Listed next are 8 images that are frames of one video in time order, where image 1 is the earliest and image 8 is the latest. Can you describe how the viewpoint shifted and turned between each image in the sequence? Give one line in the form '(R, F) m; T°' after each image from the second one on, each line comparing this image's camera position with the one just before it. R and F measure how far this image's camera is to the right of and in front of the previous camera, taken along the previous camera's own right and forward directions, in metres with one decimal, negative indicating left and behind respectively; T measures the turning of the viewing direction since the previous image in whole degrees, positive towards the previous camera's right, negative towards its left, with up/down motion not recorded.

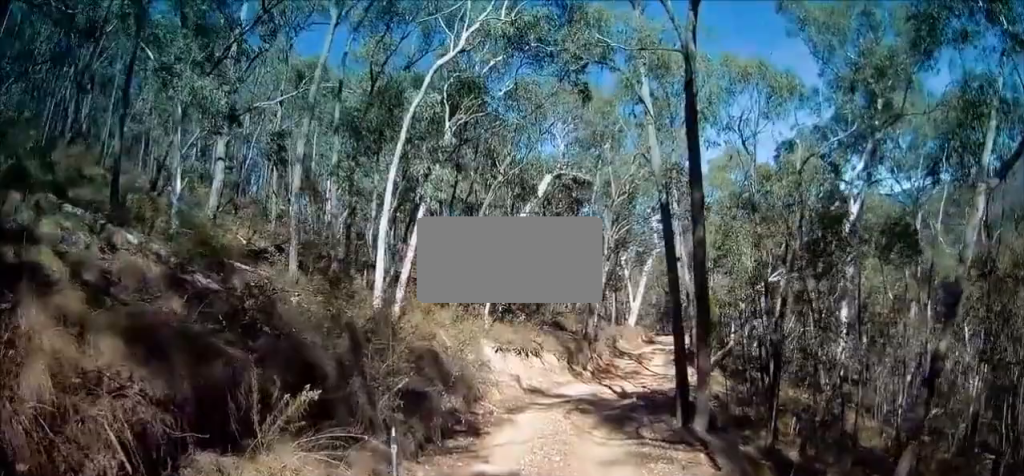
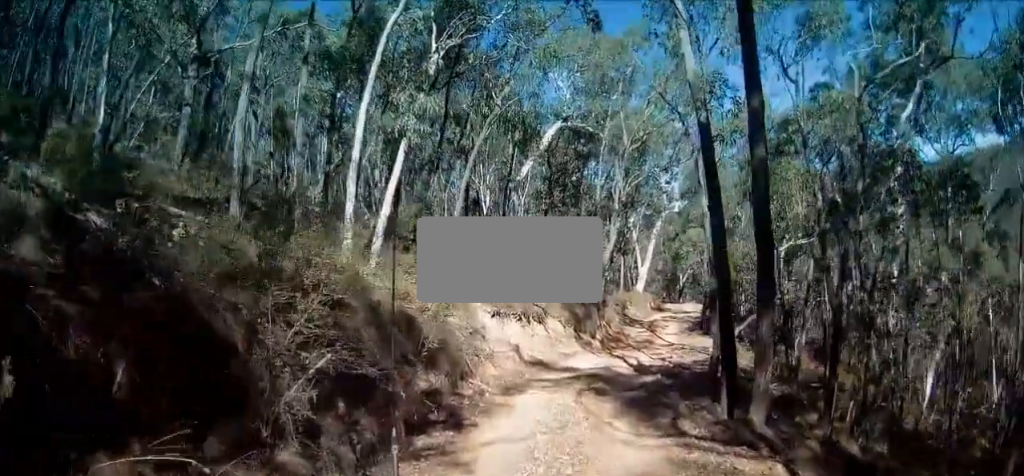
(-0.2, +2.5) m; +1°
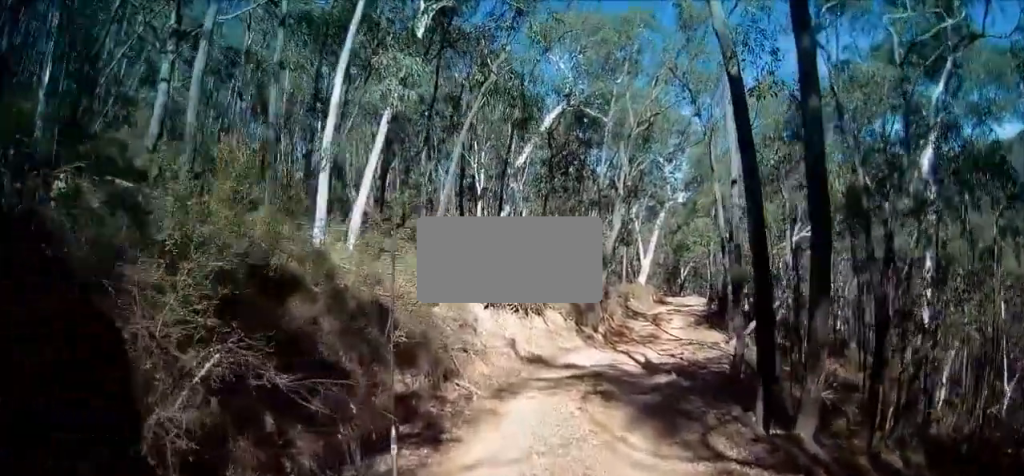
(-0.2, +1.3) m; +1°
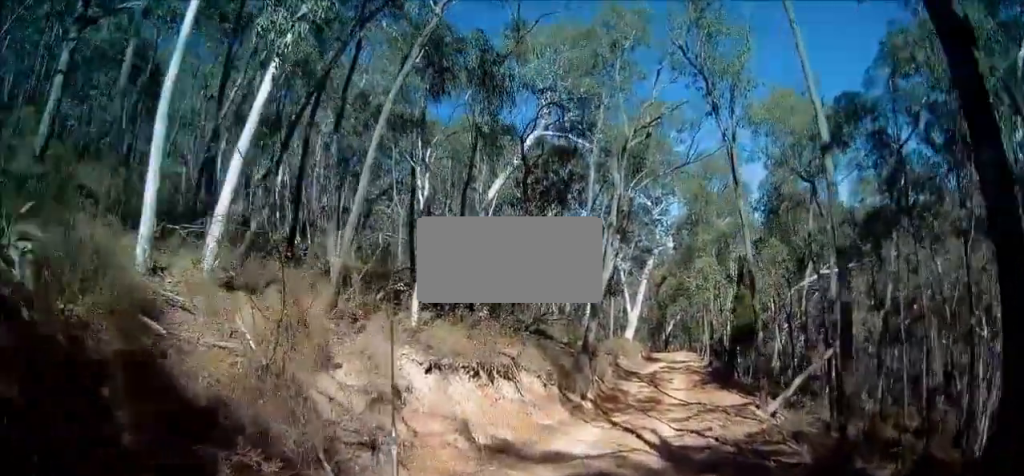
(+0.8, +4.0) m; +12°
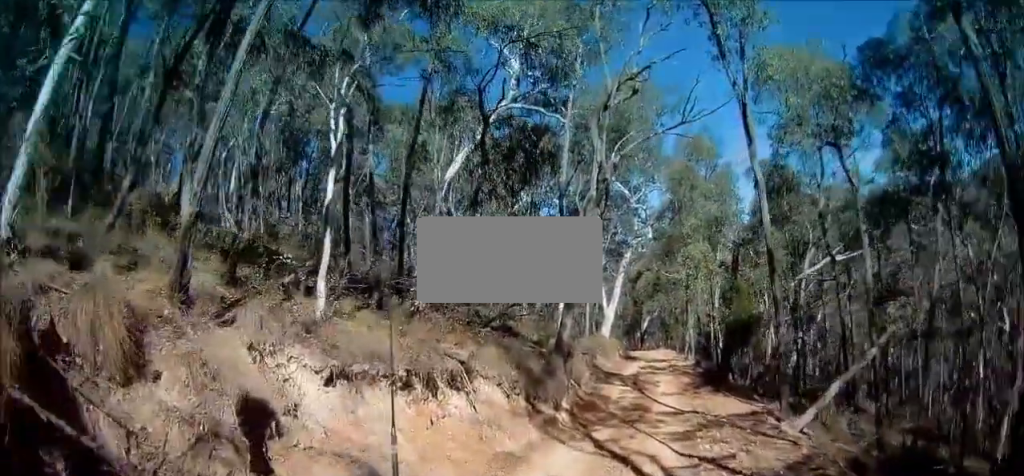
(0.0, +2.6) m; +1°
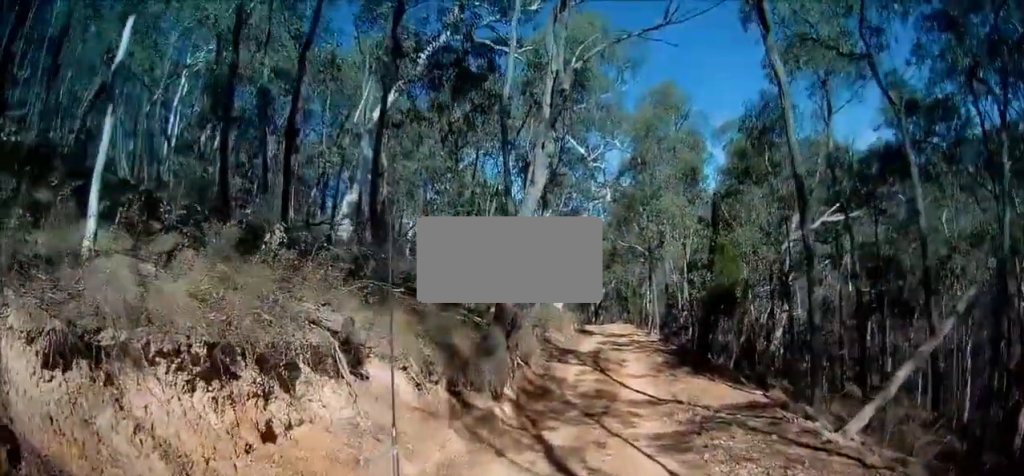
(0.0, +2.9) m; +4°
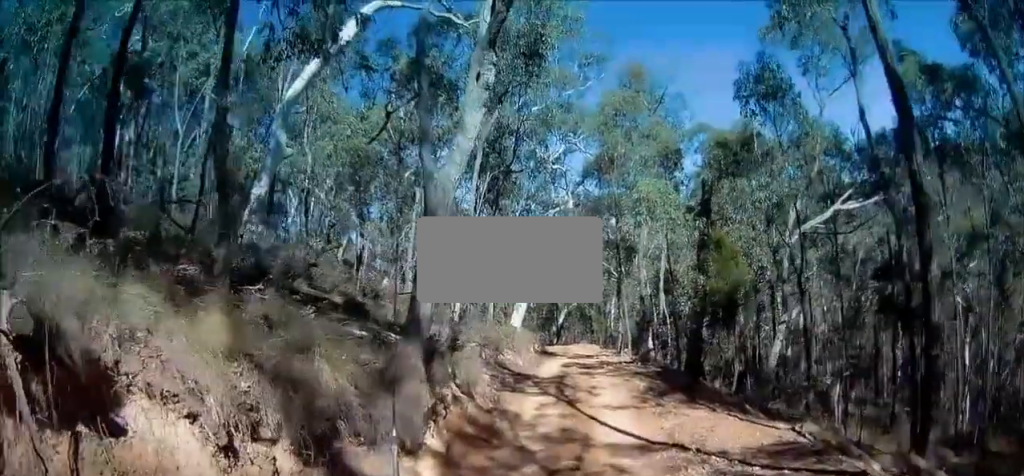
(+0.1, +3.1) m; +7°
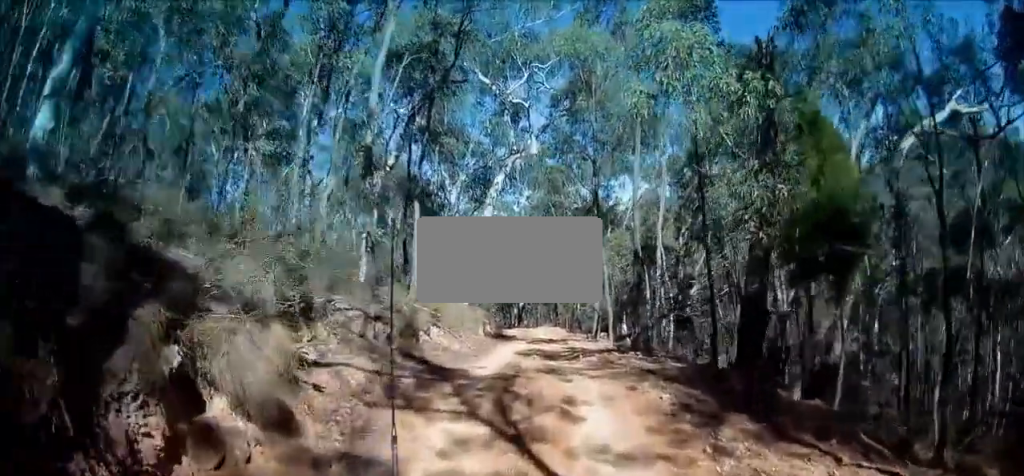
(-0.3, +6.6) m; -9°
